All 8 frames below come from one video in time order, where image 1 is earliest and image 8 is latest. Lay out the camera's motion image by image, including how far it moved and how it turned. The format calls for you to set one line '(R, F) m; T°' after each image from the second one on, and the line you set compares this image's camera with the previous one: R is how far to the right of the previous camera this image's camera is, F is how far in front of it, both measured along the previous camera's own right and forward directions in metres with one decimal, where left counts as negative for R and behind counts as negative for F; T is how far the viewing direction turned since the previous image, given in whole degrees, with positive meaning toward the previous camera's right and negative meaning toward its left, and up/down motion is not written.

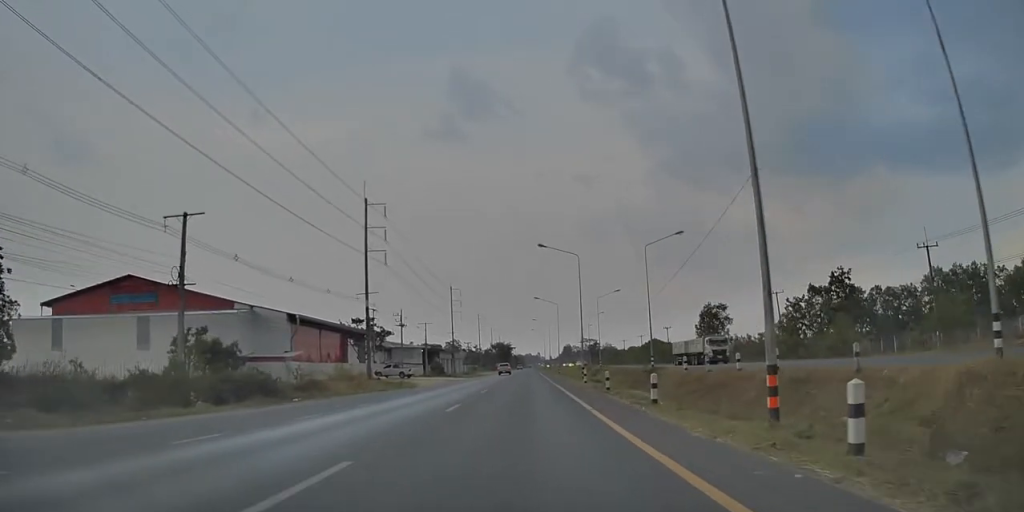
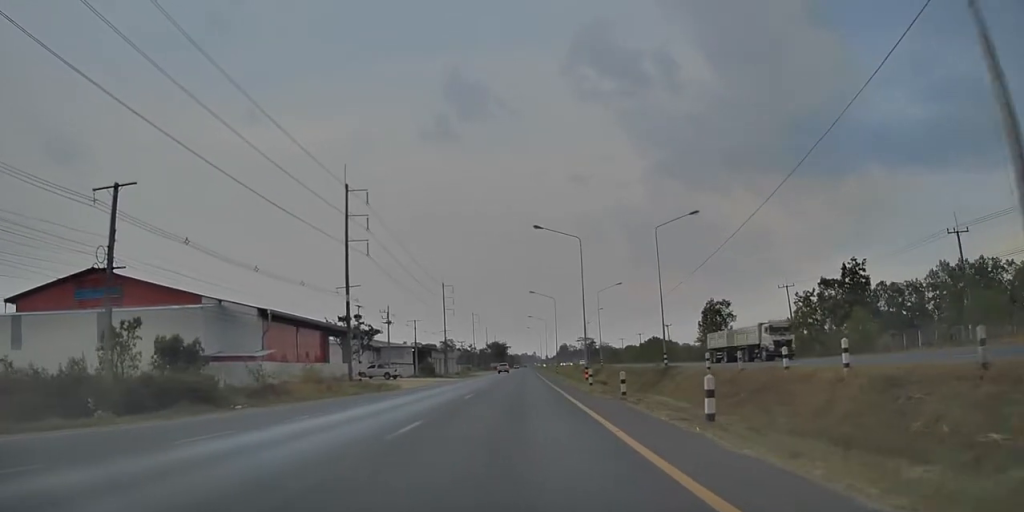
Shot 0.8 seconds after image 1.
(+0.3, +6.7) m; +2°
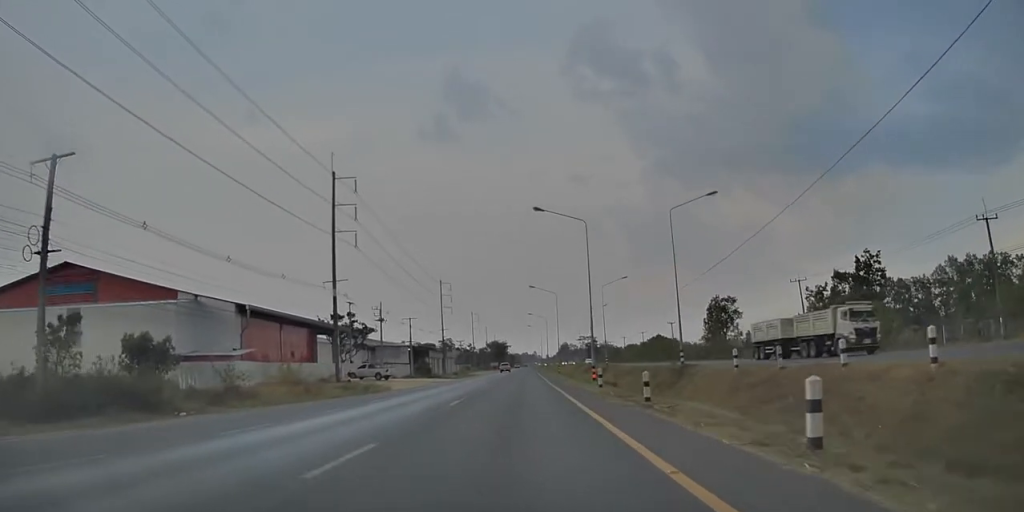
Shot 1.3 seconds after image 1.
(+0.1, +5.1) m; 0°
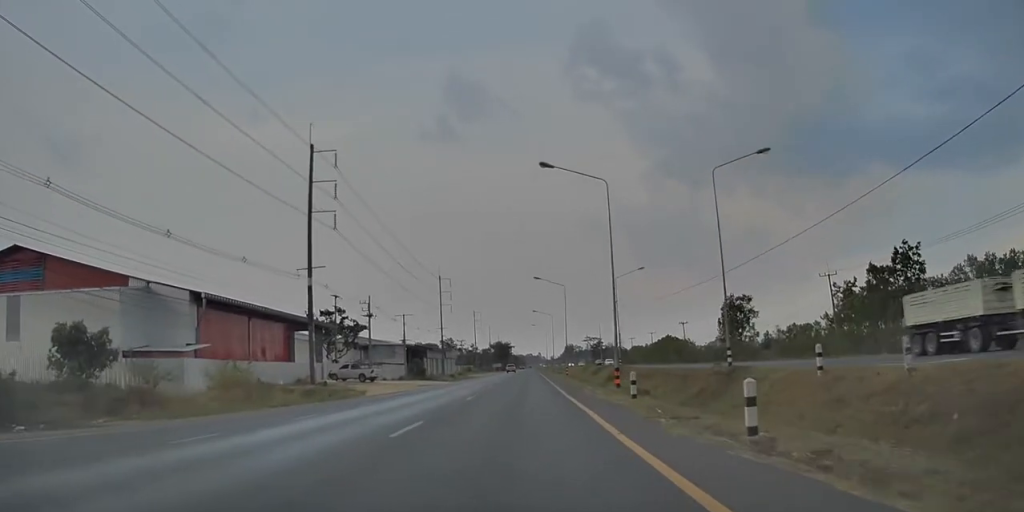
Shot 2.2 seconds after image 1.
(0.0, +8.7) m; -1°
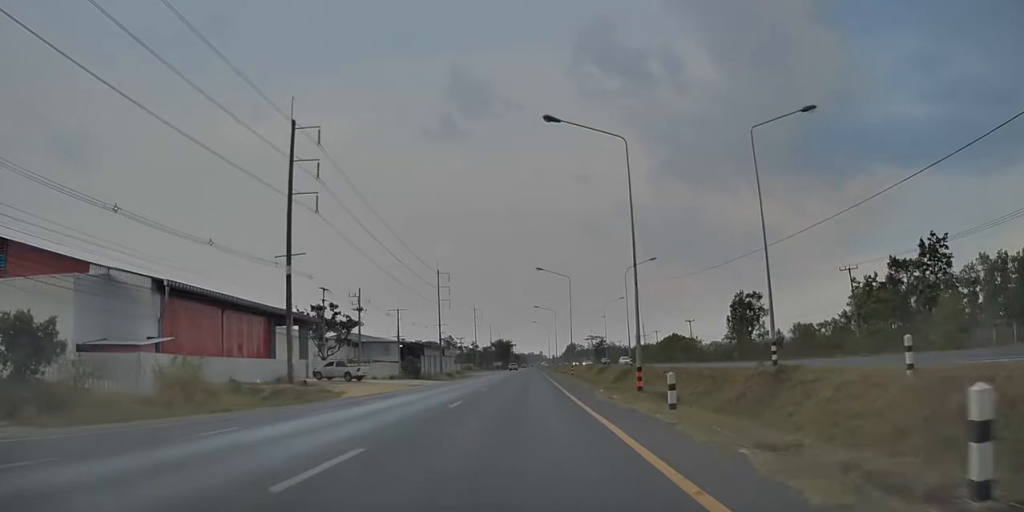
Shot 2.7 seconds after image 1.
(0.0, +5.7) m; -1°
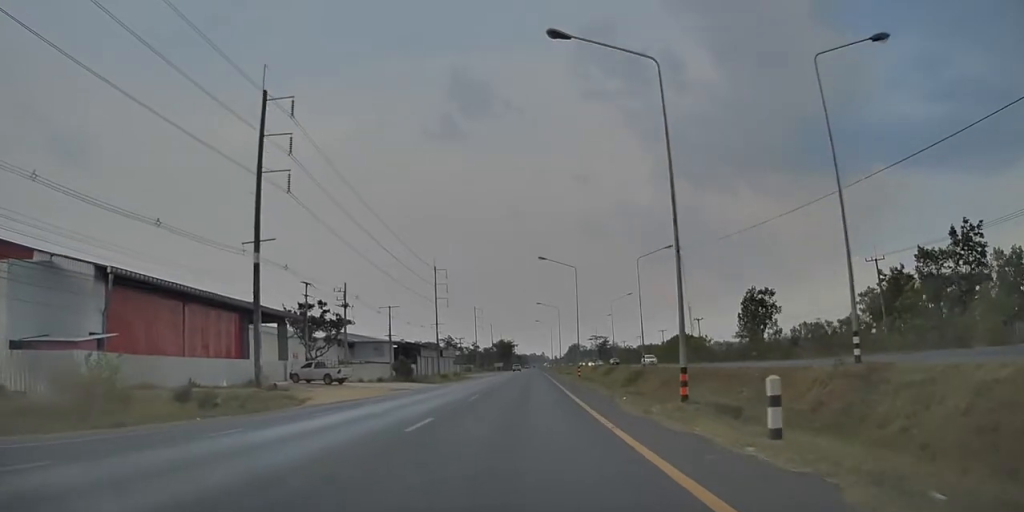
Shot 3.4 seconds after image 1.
(0.0, +6.7) m; 0°
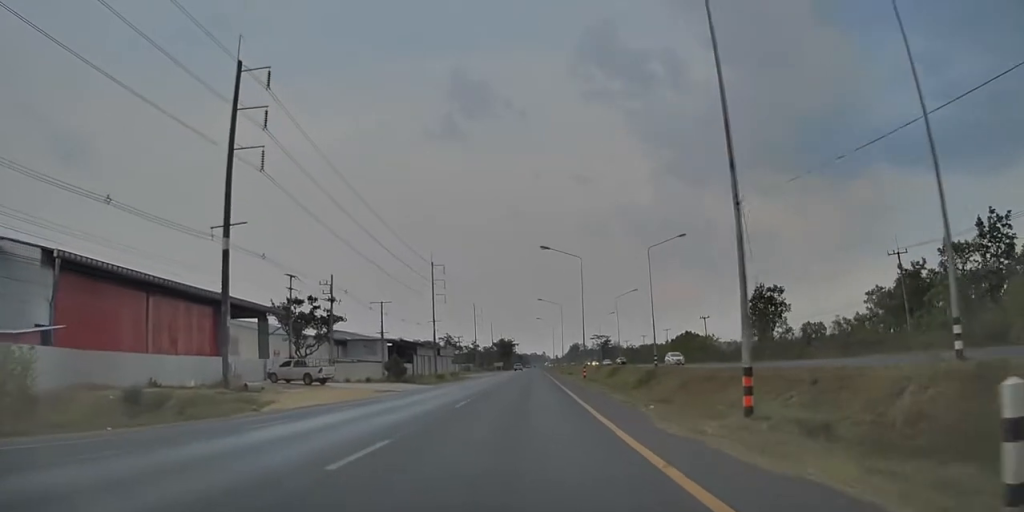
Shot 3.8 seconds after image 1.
(-0.1, +4.9) m; +1°
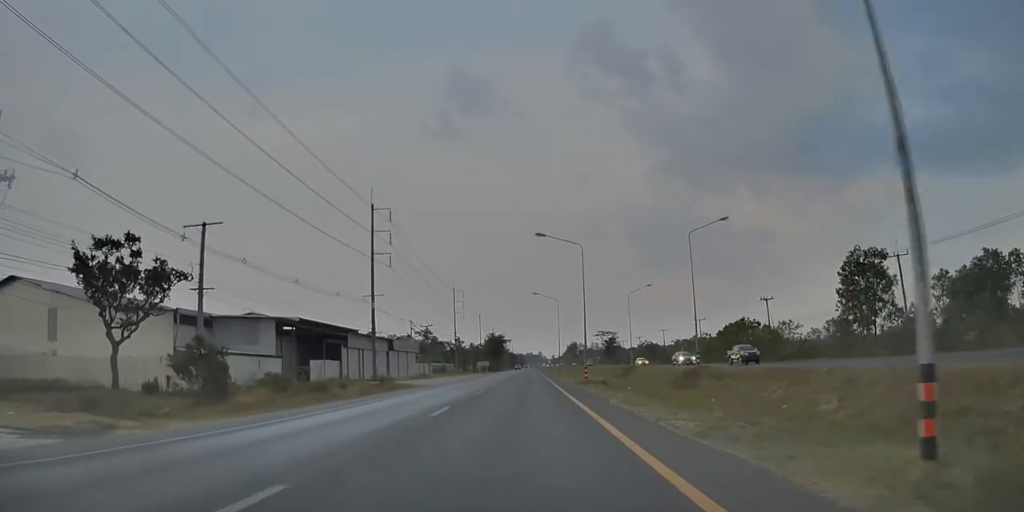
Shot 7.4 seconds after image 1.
(+0.7, +44.7) m; +1°
